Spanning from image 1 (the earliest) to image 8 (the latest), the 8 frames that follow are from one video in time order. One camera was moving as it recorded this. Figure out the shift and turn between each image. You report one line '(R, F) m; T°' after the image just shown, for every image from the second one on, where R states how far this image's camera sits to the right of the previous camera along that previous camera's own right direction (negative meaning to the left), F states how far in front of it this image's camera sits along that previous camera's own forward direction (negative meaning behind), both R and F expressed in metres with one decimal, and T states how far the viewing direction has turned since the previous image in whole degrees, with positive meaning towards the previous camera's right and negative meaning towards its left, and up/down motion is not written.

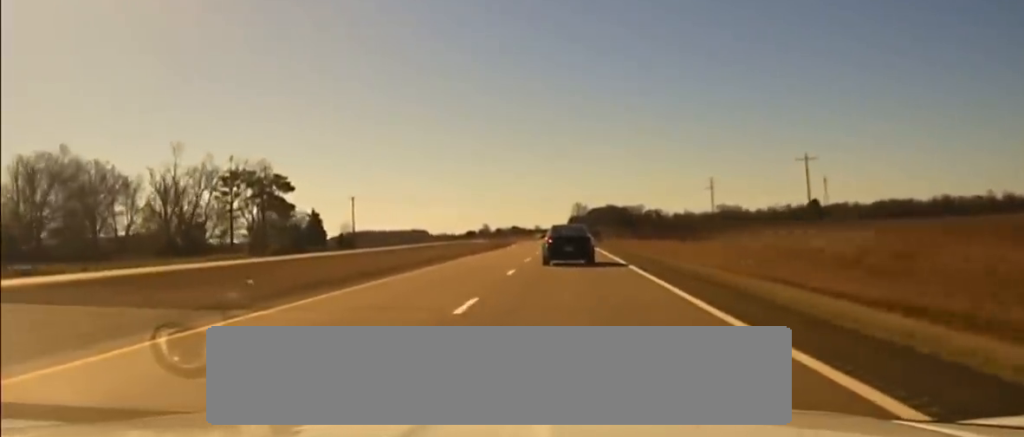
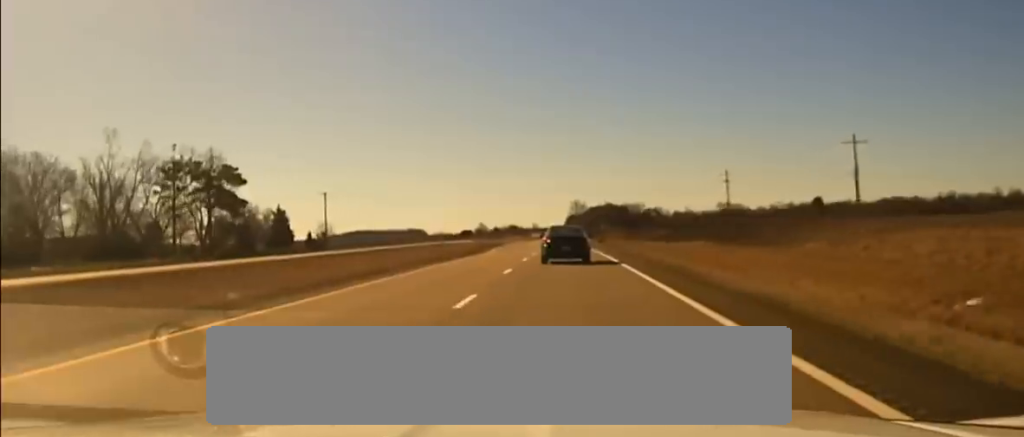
(+0.3, +25.7) m; 0°
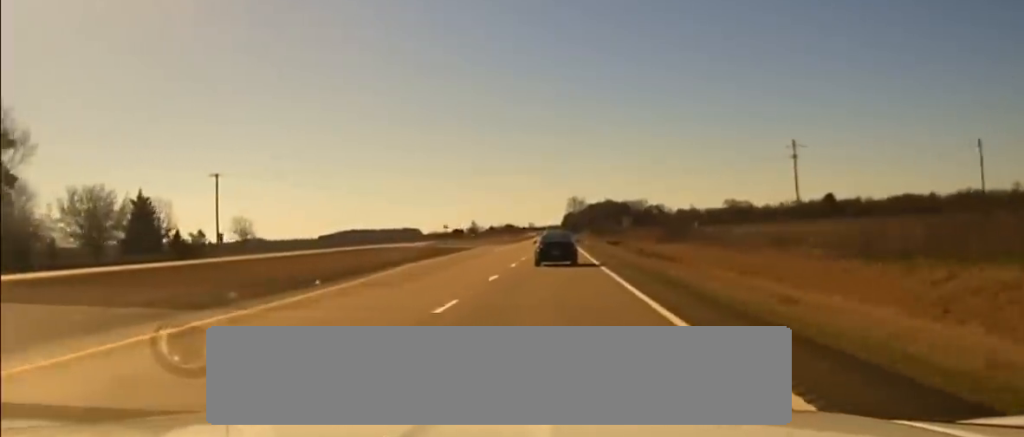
(-0.1, +62.9) m; 0°
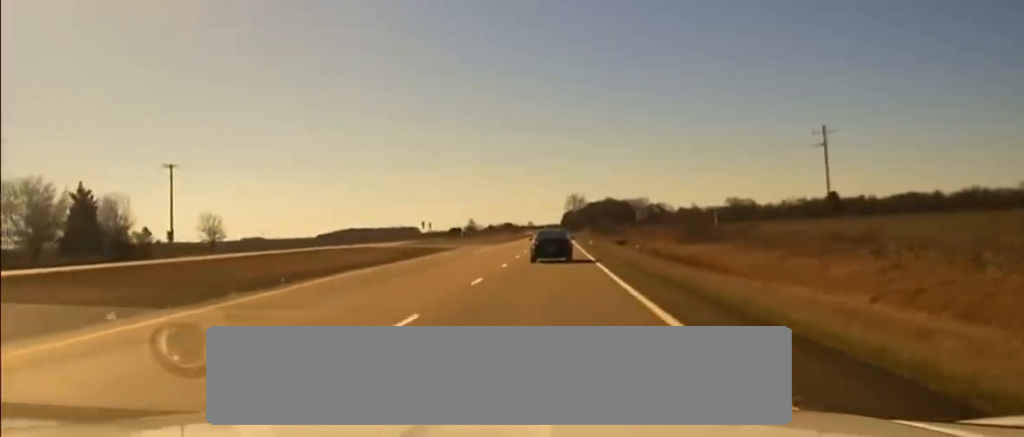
(+0.1, +16.2) m; 0°
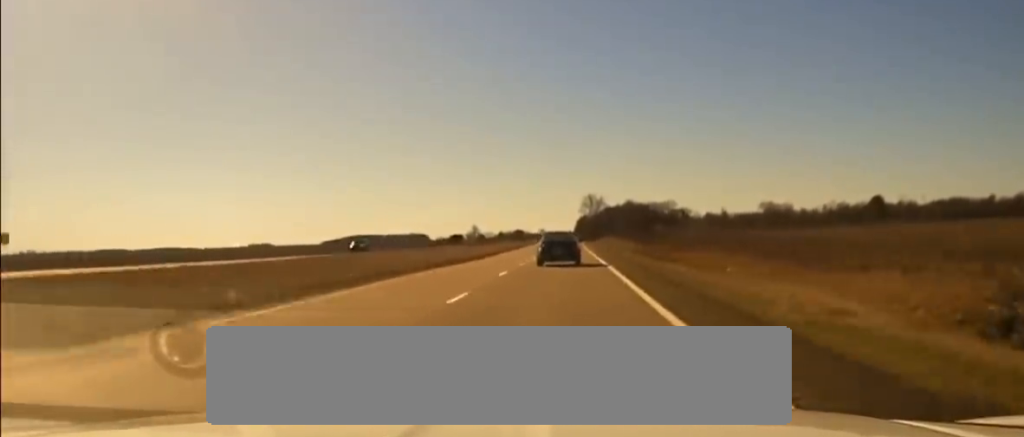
(-0.3, +102.3) m; -1°
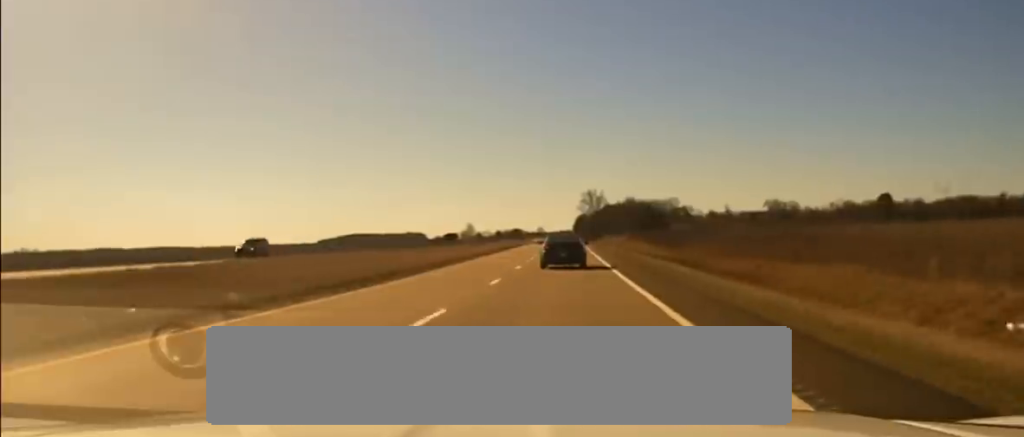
(0.0, +26.6) m; 0°
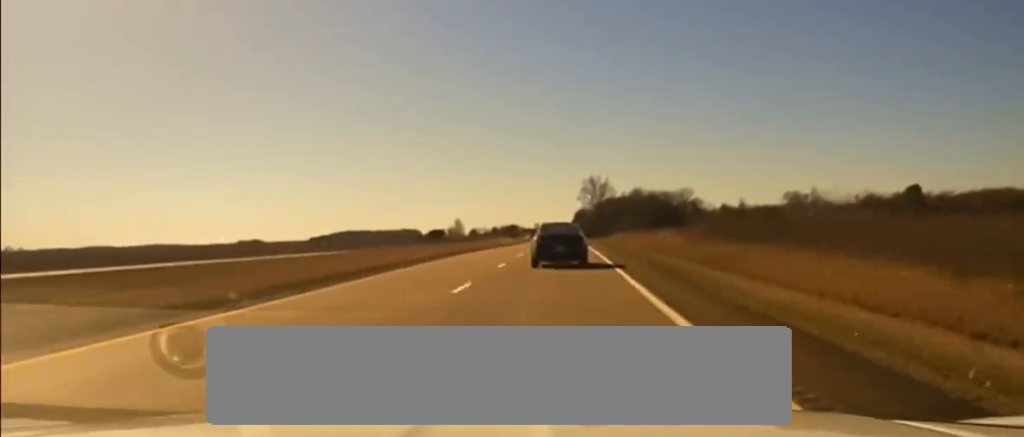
(-0.2, +79.4) m; 0°
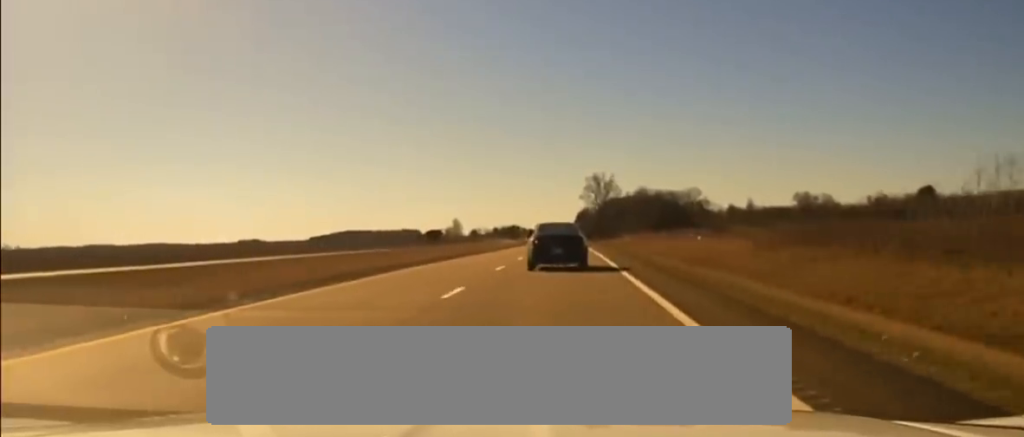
(+0.1, +26.4) m; 0°
